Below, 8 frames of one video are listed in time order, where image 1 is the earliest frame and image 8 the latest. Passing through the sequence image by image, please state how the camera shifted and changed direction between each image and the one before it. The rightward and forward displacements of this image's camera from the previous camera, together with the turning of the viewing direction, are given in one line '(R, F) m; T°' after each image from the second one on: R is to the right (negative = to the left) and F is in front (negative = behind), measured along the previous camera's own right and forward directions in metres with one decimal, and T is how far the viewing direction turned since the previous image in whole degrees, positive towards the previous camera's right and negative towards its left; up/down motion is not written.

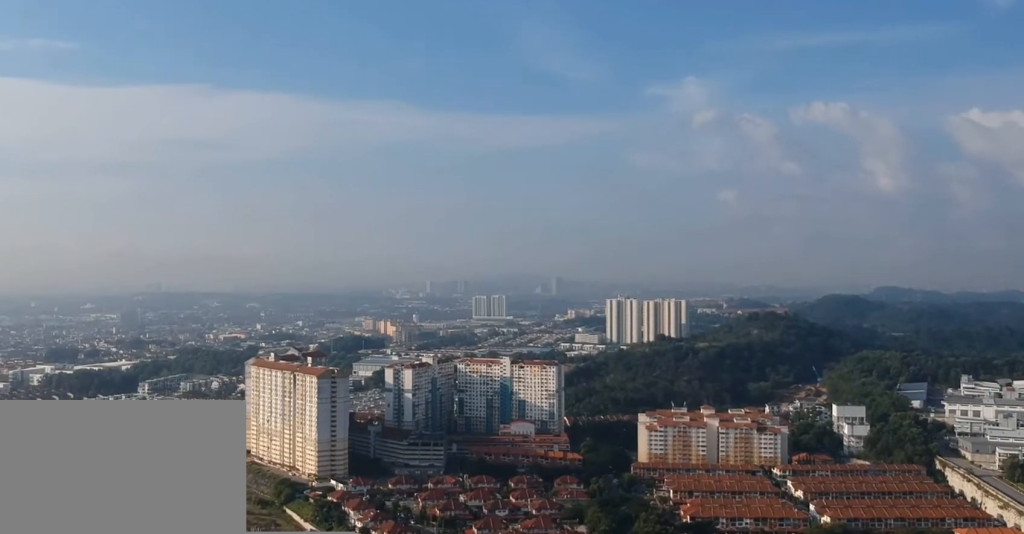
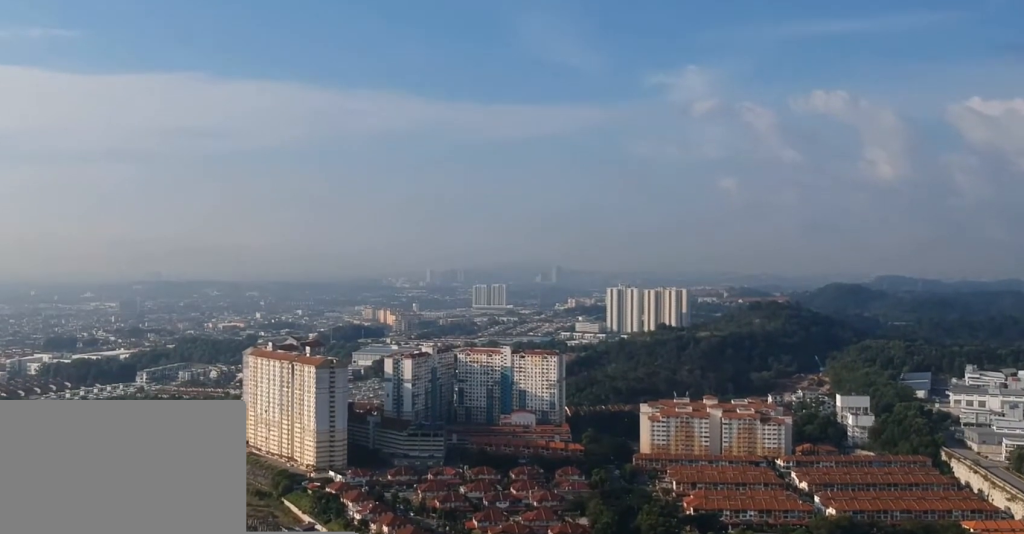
(0.0, +9.4) m; 0°
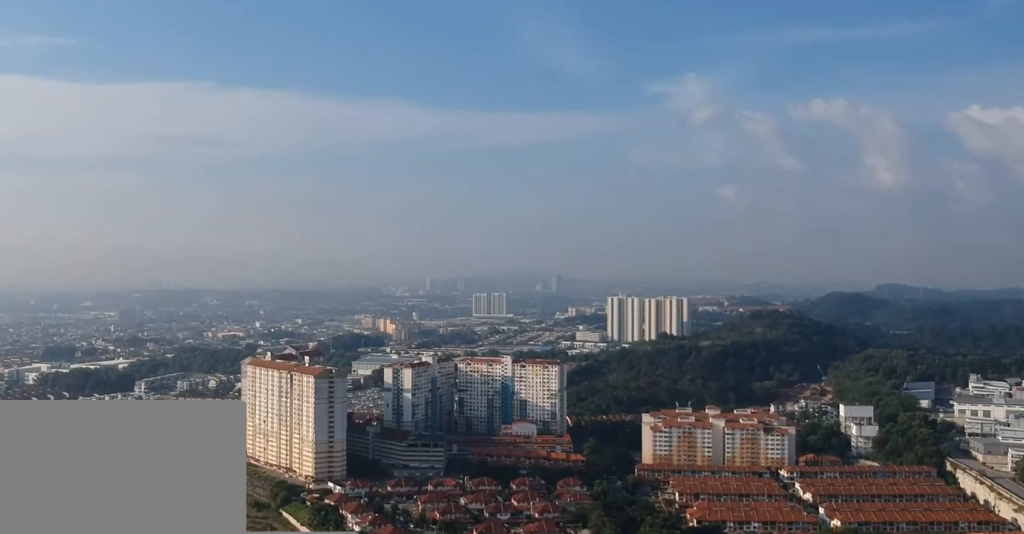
(0.0, +6.3) m; 0°
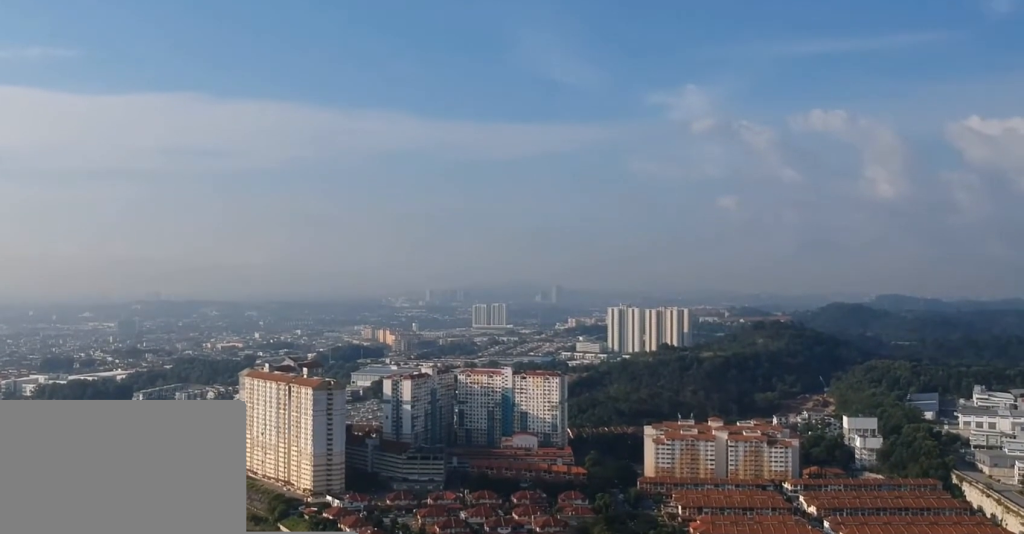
(0.0, +6.8) m; 0°
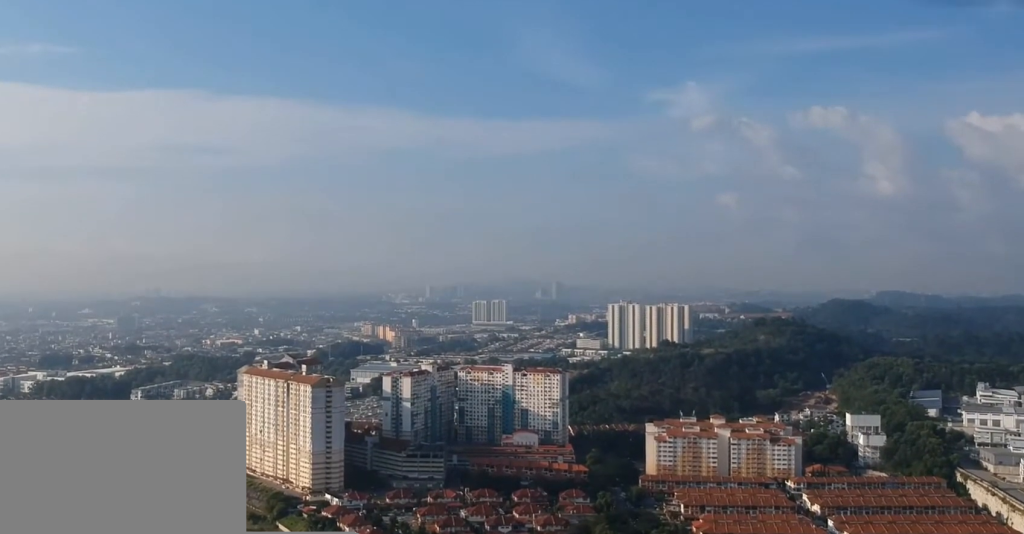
(0.0, +6.8) m; 0°
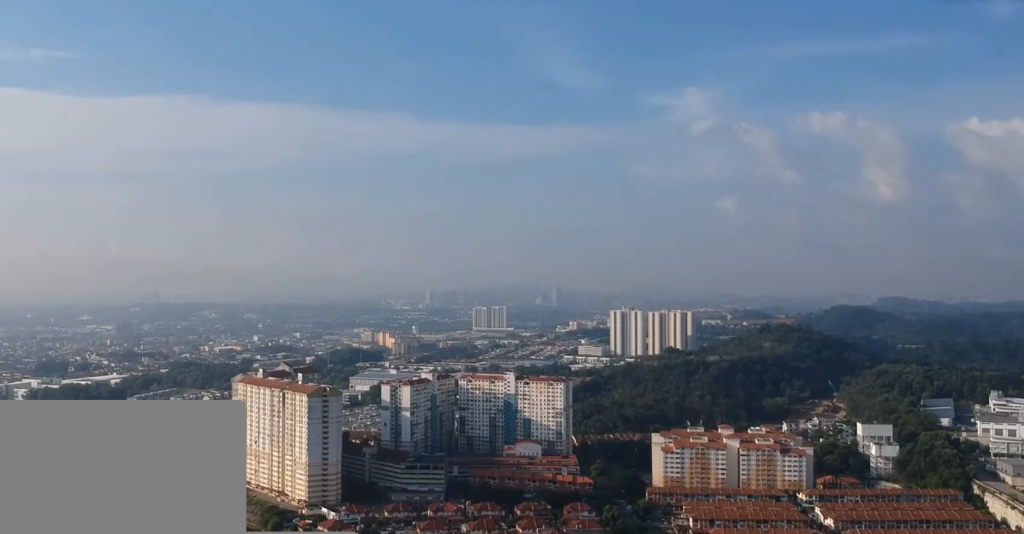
(0.0, +20.5) m; 0°
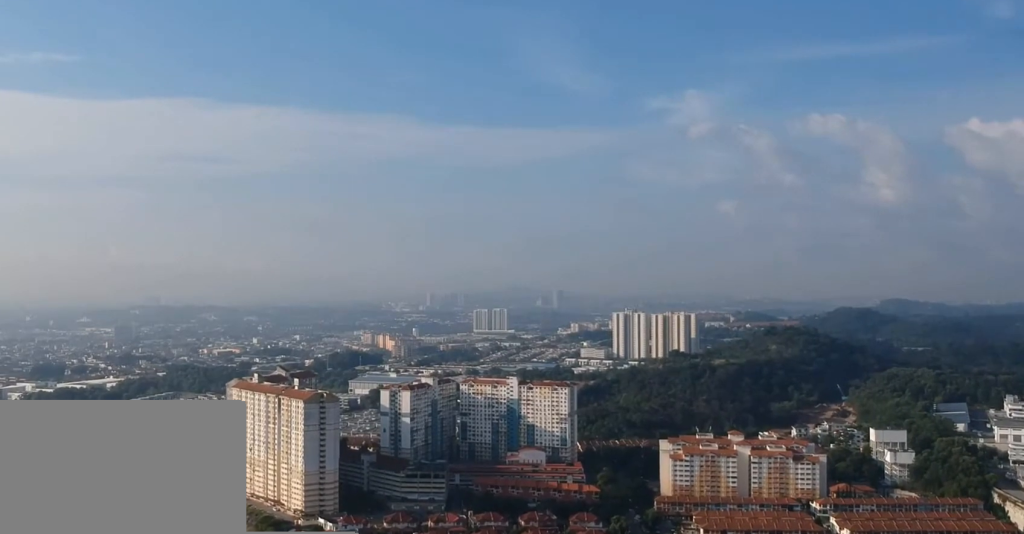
(+0.1, +22.2) m; +1°
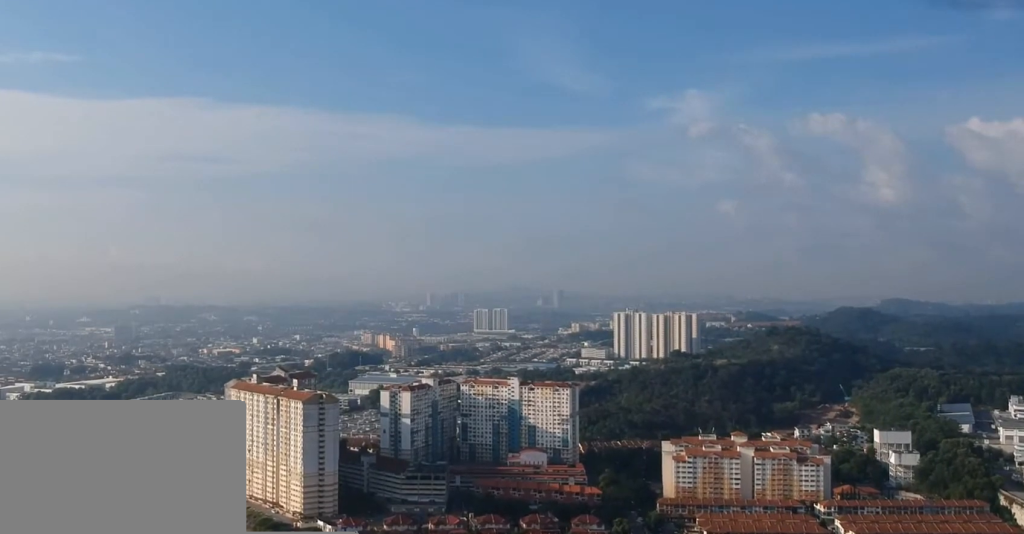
(0.0, +6.9) m; 0°
